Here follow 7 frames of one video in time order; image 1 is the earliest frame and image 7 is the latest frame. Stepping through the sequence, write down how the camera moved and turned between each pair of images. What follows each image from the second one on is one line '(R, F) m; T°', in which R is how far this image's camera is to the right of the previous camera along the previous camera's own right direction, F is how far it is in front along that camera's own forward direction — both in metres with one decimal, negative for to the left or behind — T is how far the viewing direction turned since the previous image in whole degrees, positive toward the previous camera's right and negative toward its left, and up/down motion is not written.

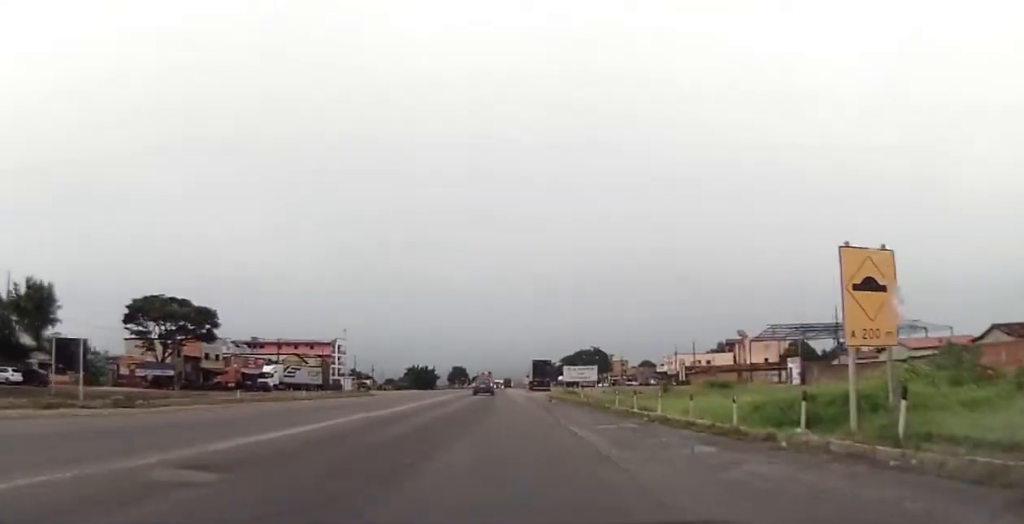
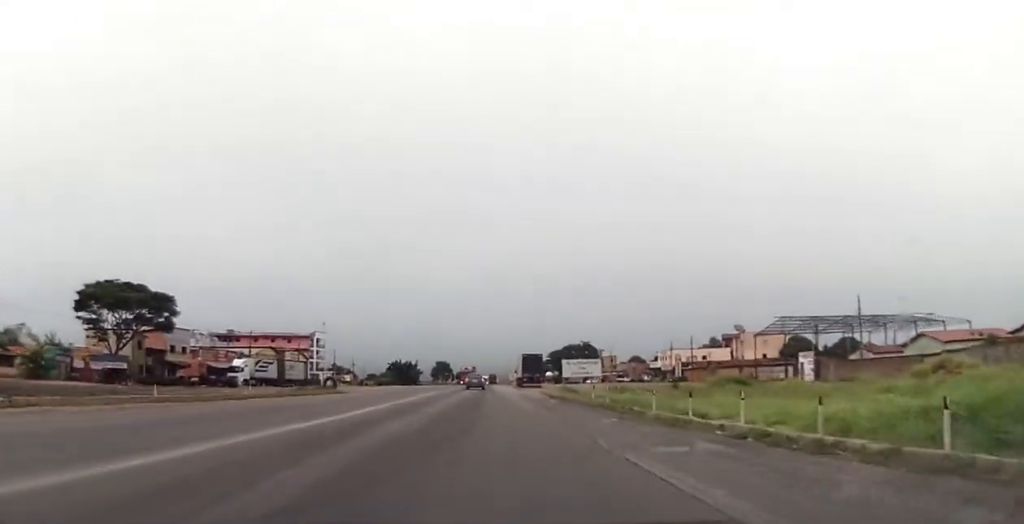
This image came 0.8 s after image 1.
(0.0, +7.3) m; +1°
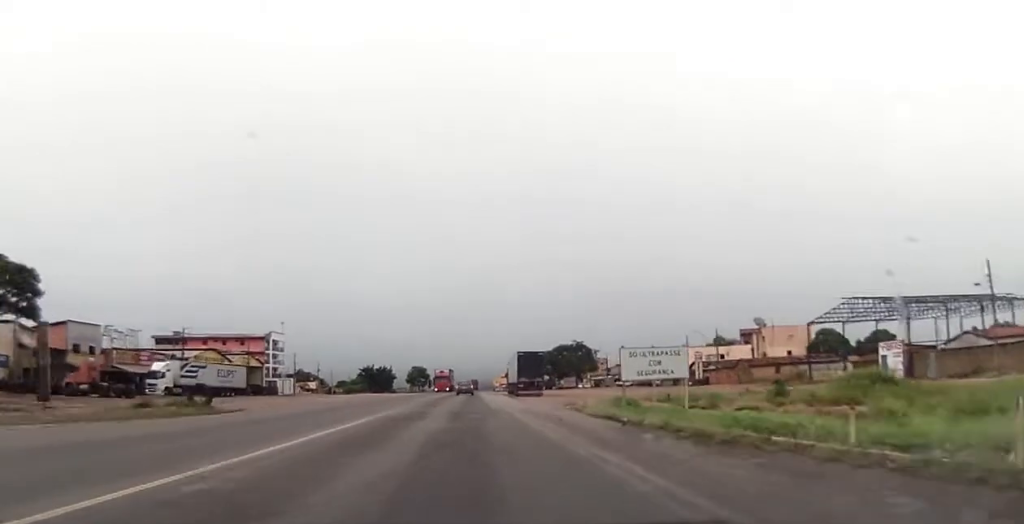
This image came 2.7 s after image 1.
(+1.4, +20.9) m; +5°
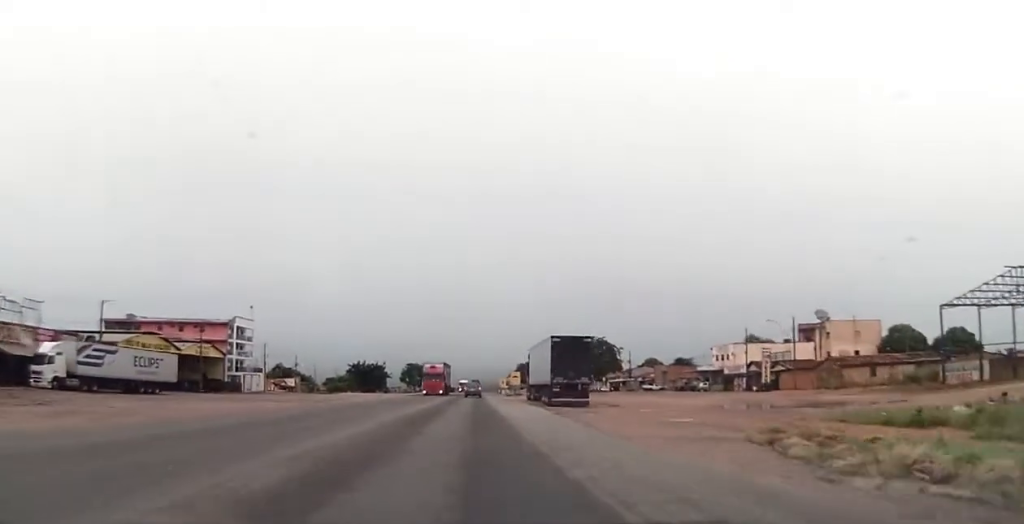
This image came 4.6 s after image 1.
(-0.3, +23.6) m; 0°
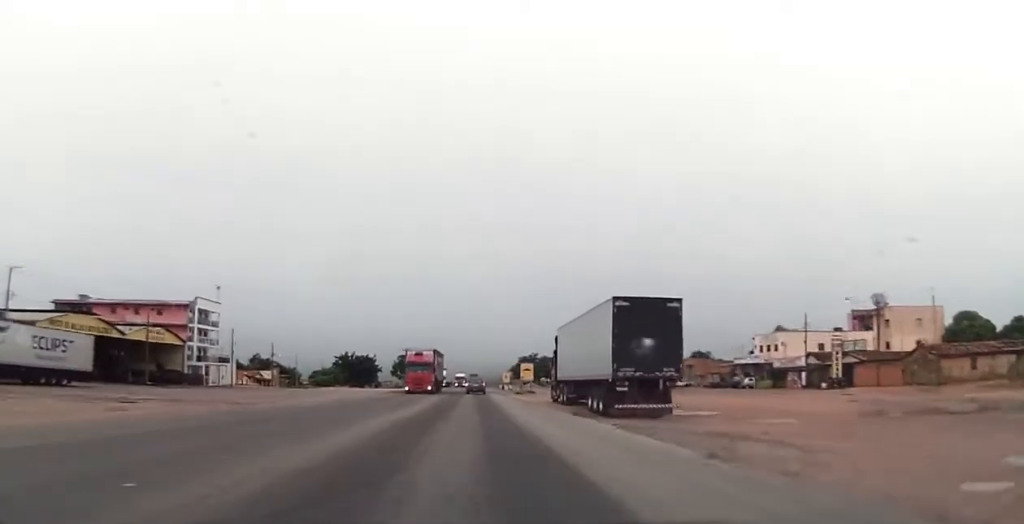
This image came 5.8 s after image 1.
(-0.2, +17.5) m; -1°
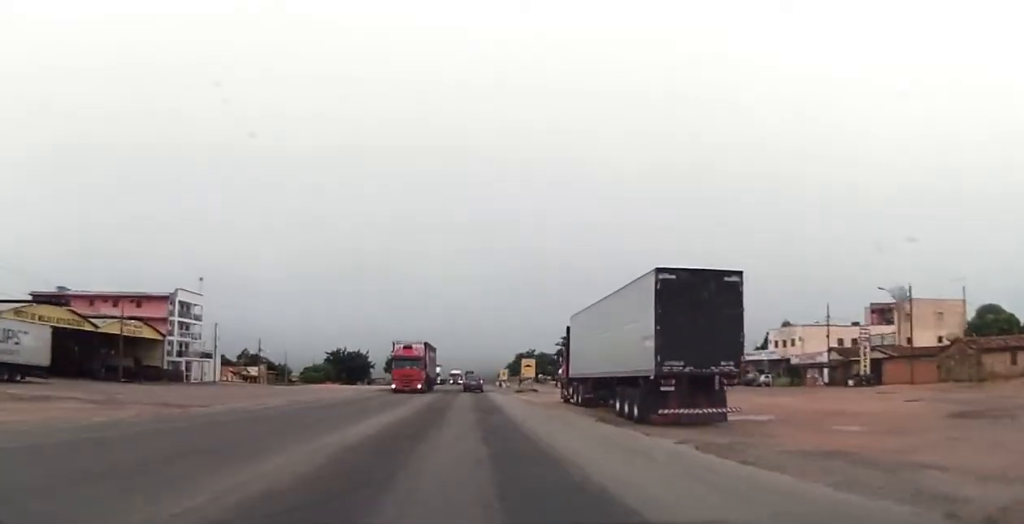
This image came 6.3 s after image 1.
(-0.2, +6.1) m; 0°
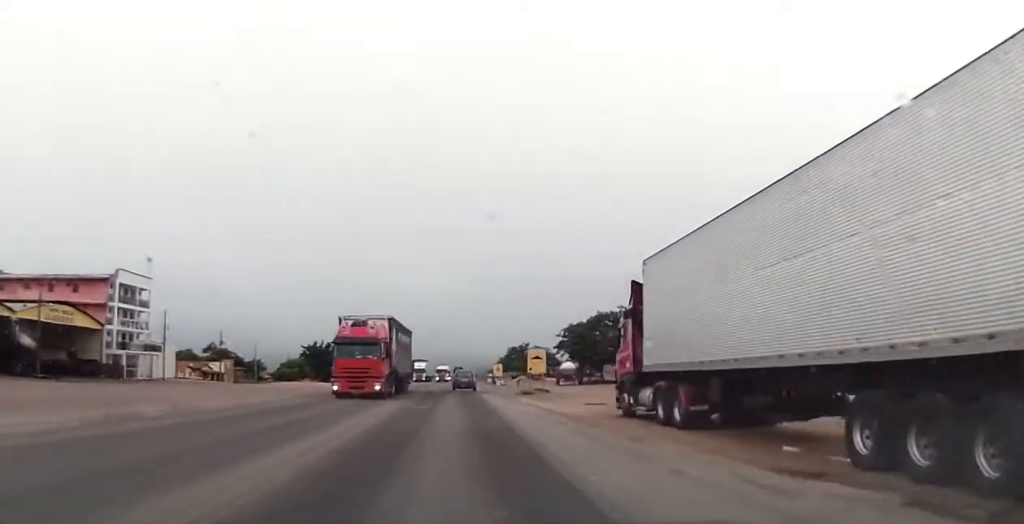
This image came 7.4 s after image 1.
(+0.4, +15.9) m; +1°
